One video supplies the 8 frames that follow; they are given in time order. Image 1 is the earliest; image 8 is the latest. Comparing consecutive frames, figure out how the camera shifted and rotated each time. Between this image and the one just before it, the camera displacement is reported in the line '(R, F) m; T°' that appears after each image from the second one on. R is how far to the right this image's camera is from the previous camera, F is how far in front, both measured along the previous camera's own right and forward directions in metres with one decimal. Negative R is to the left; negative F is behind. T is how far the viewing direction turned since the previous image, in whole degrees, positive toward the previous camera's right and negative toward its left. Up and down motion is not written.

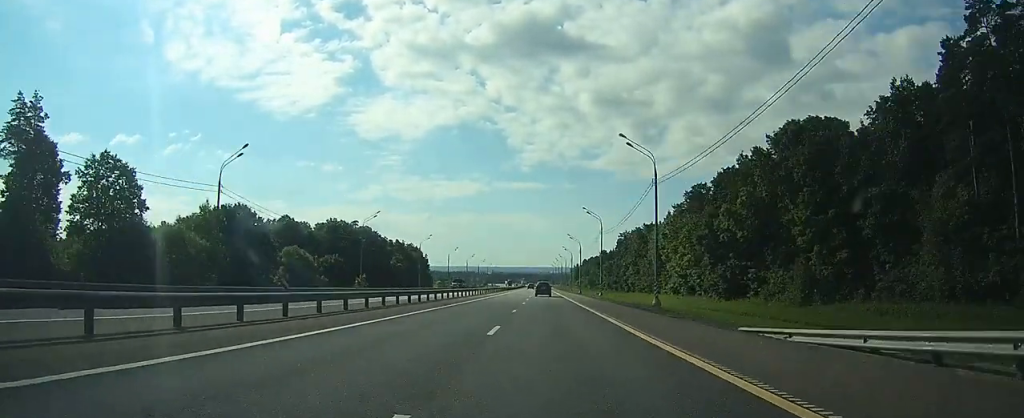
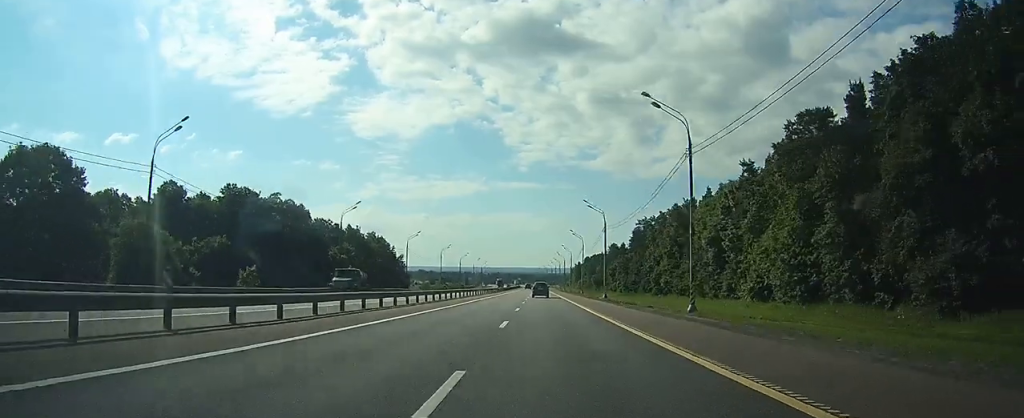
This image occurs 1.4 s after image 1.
(+0.1, +45.5) m; 0°
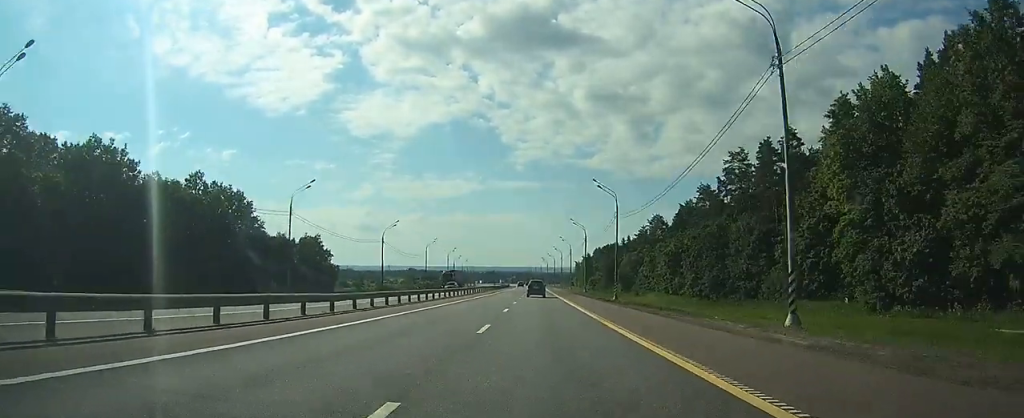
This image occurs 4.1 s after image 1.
(+0.6, +87.3) m; +1°
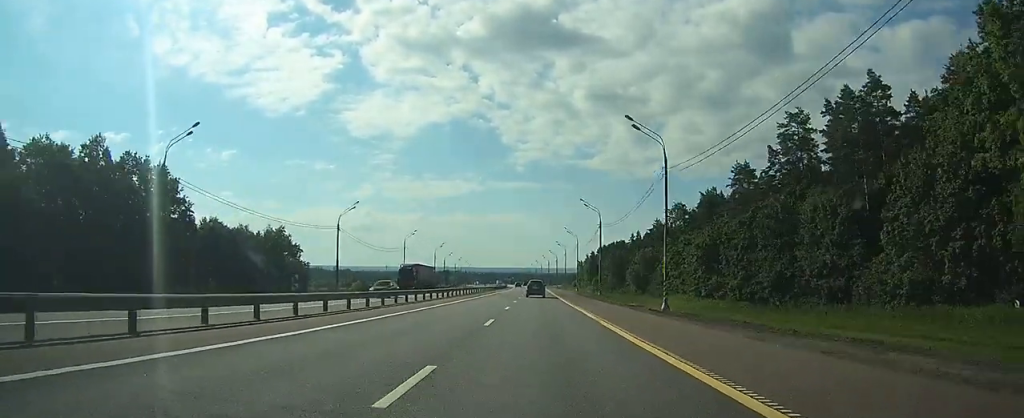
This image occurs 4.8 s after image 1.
(0.0, +21.5) m; 0°
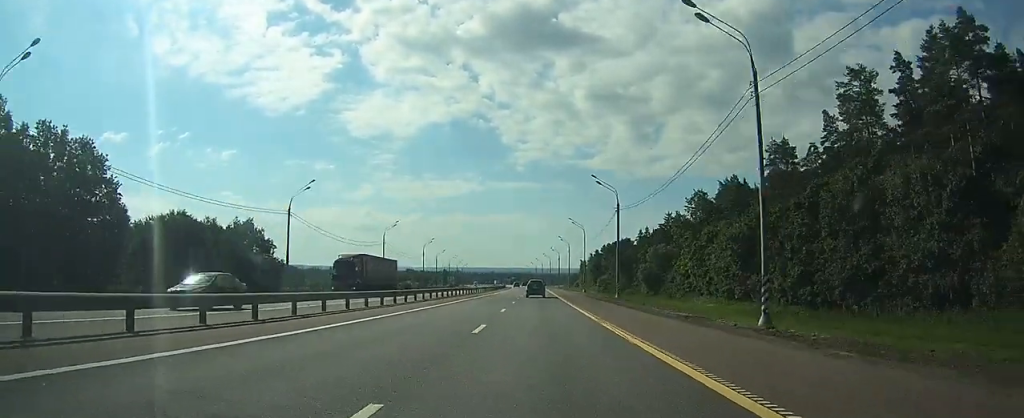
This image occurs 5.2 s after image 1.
(0.0, +15.0) m; 0°
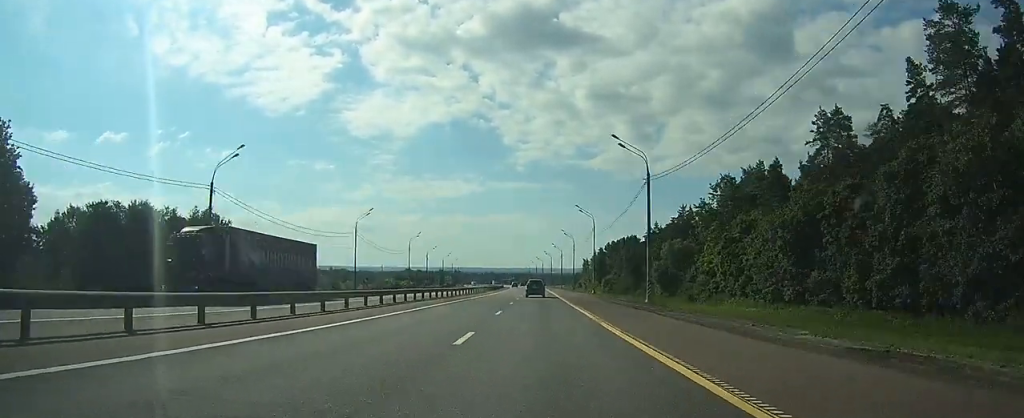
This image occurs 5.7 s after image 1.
(0.0, +15.0) m; 0°
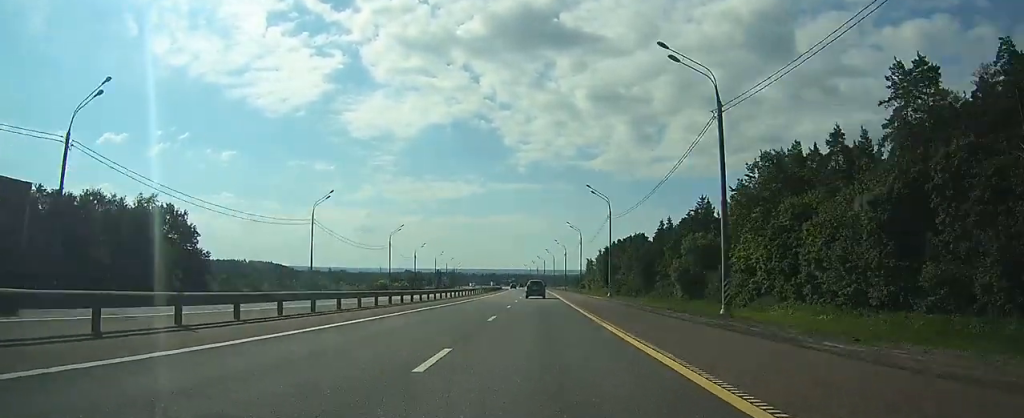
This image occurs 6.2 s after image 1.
(0.0, +16.0) m; 0°
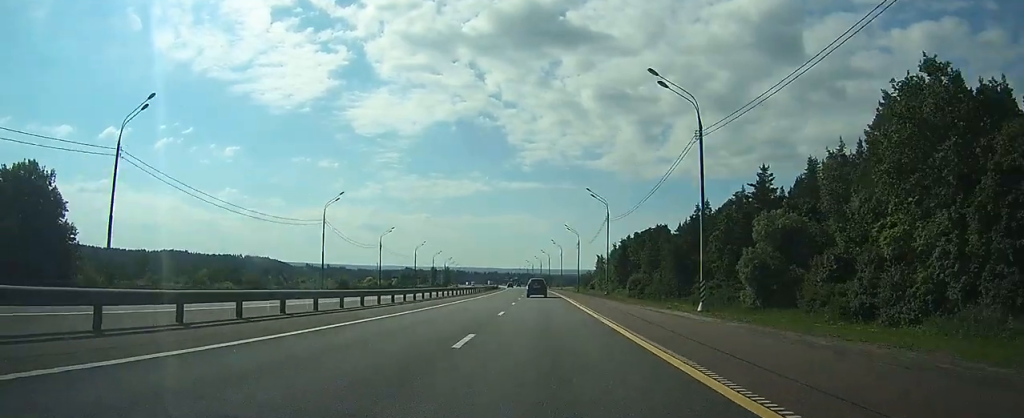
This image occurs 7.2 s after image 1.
(-0.1, +33.0) m; 0°
